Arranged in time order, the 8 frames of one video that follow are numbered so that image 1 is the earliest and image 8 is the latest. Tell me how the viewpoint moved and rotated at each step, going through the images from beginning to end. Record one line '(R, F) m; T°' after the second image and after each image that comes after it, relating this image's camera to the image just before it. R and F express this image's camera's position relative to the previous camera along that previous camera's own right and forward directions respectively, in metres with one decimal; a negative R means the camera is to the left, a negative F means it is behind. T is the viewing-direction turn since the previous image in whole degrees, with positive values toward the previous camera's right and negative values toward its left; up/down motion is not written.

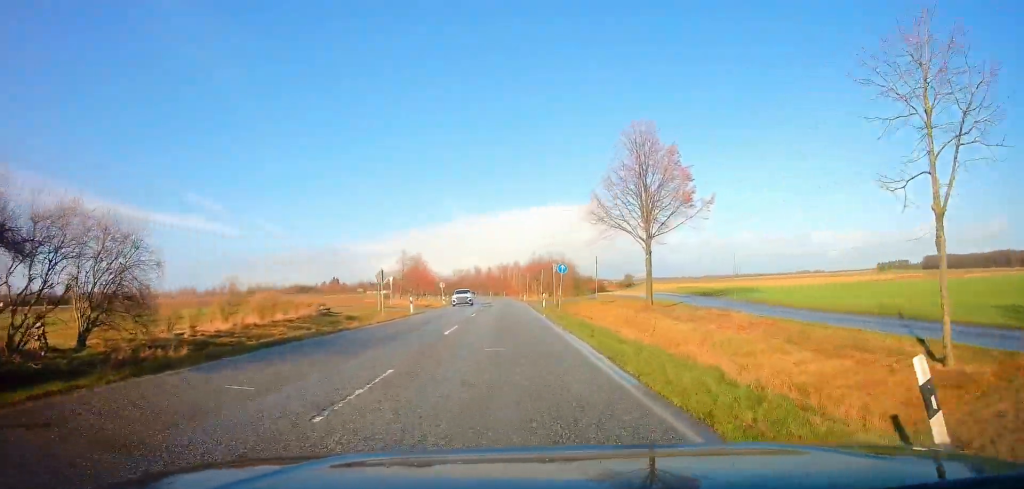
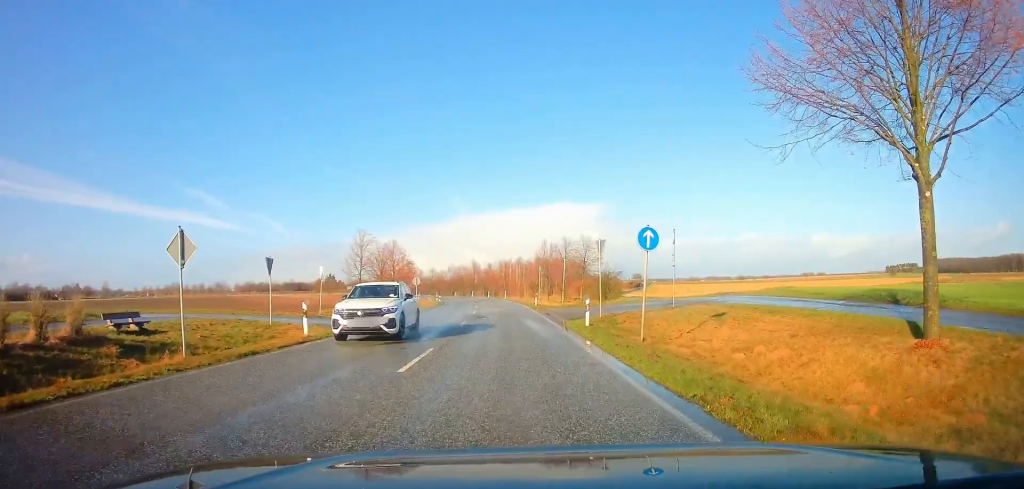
(0.0, +19.9) m; 0°
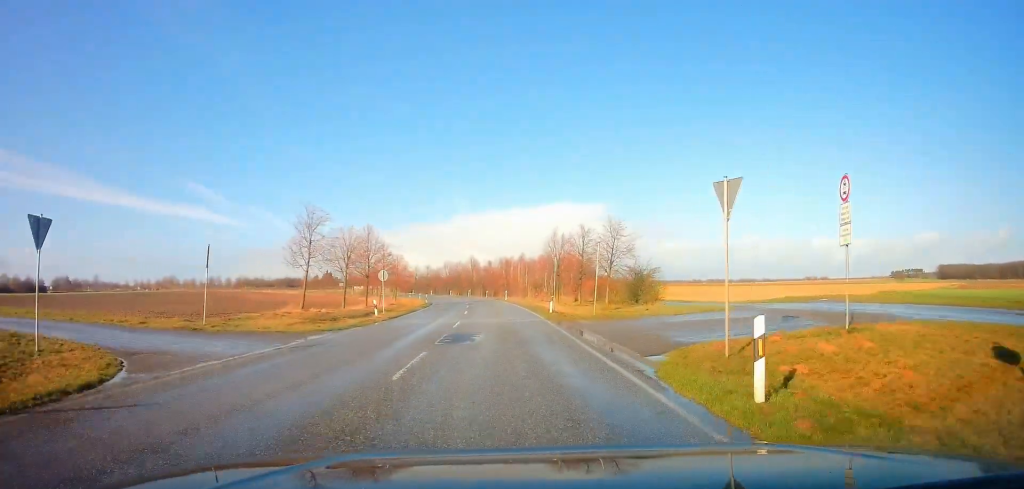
(-0.1, +12.8) m; -1°
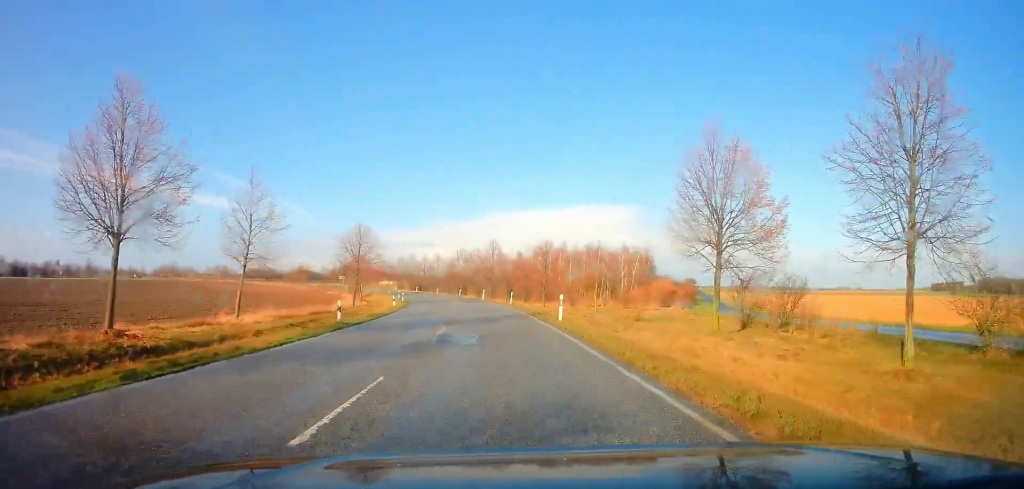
(-0.7, +39.3) m; -2°
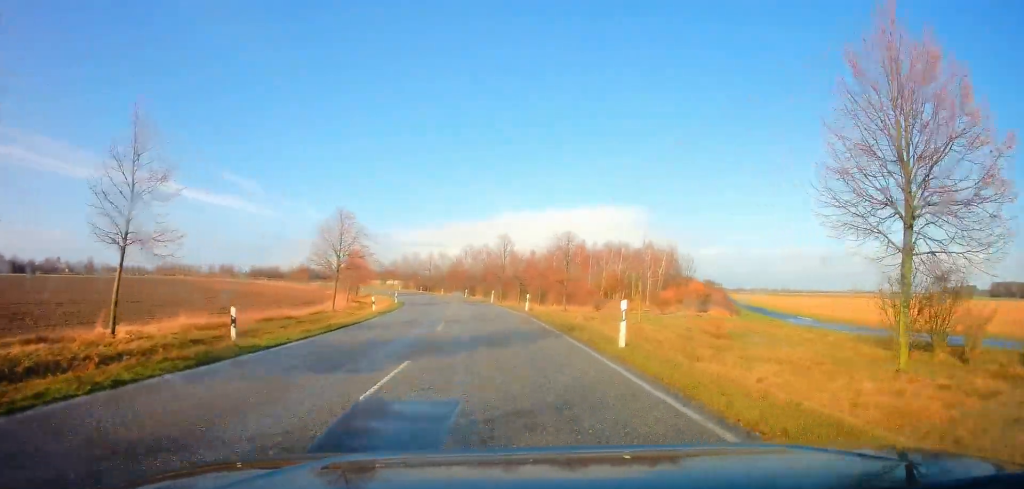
(0.0, +9.9) m; -1°
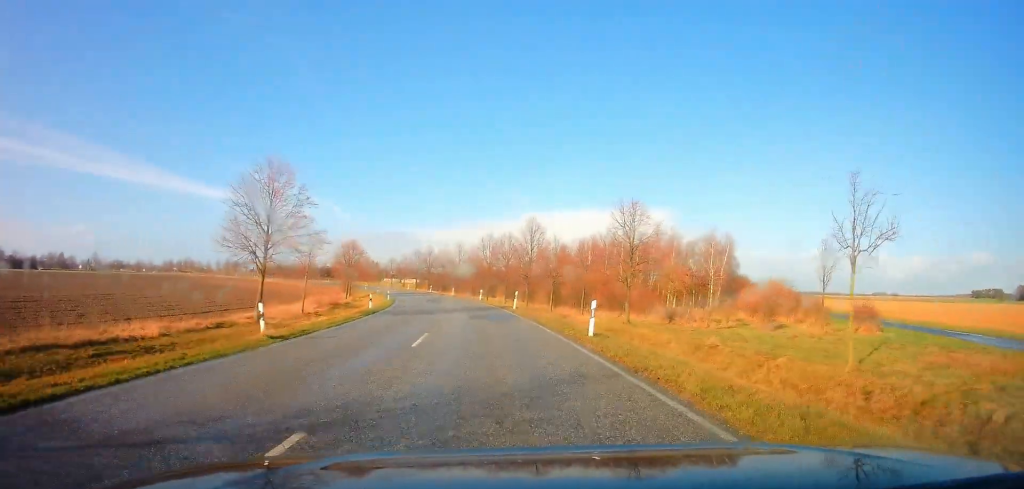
(-0.3, +17.6) m; -4°
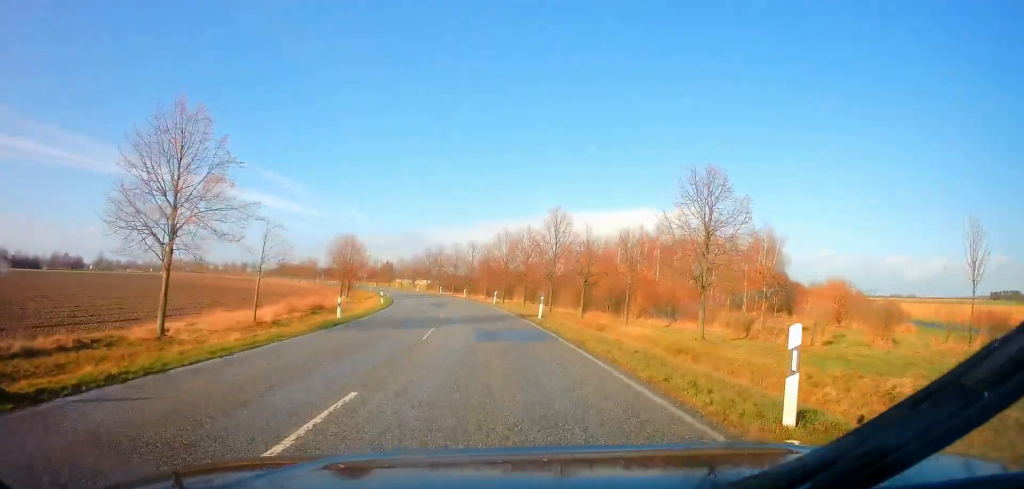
(-0.5, +9.9) m; -2°
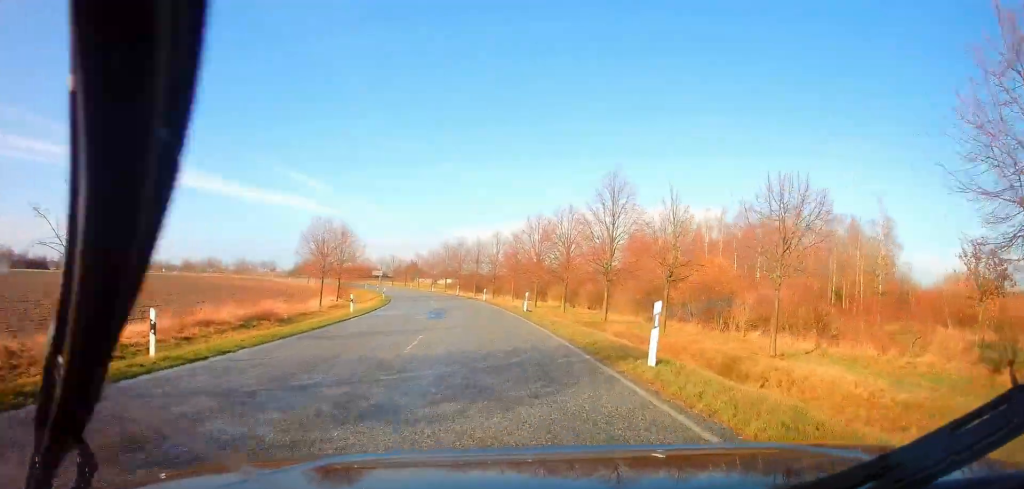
(-0.5, +15.6) m; -3°
